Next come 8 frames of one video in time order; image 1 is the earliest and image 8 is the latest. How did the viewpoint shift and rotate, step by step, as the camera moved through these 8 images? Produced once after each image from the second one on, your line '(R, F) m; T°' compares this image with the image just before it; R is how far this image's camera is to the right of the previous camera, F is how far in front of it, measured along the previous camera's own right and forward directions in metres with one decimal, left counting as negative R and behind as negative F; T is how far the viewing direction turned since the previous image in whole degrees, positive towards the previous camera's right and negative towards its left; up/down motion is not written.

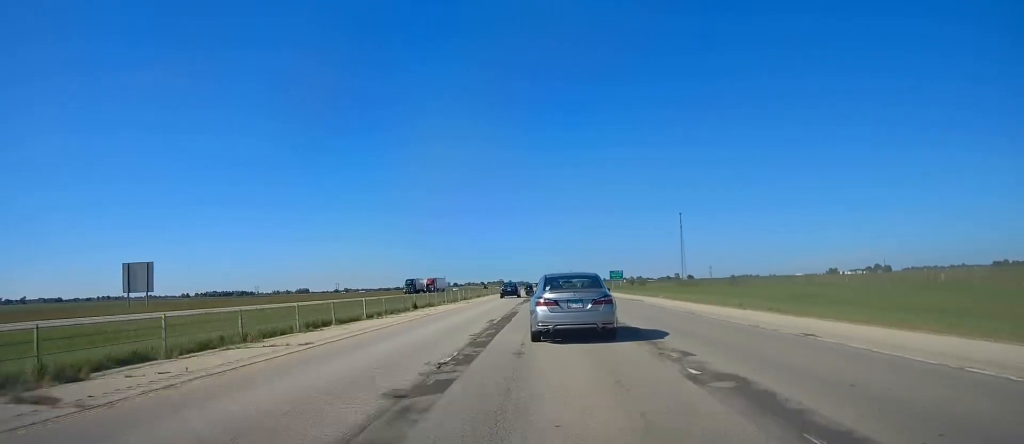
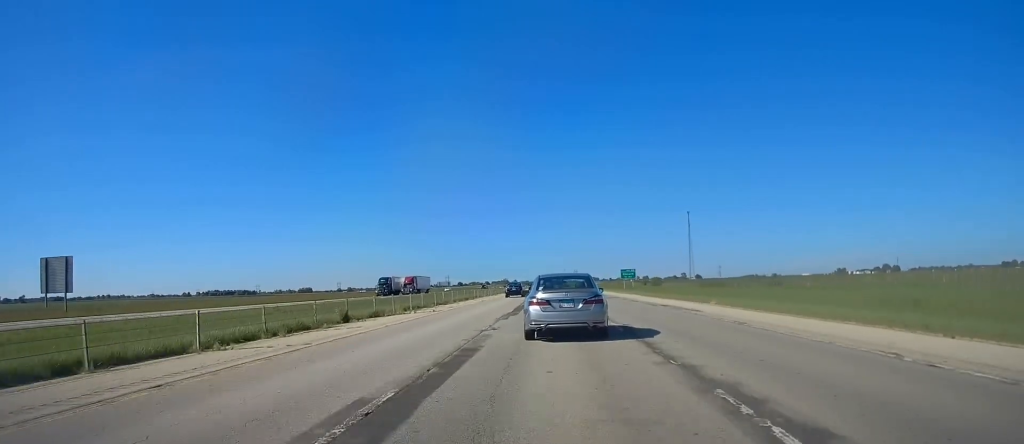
(0.0, +16.7) m; 0°
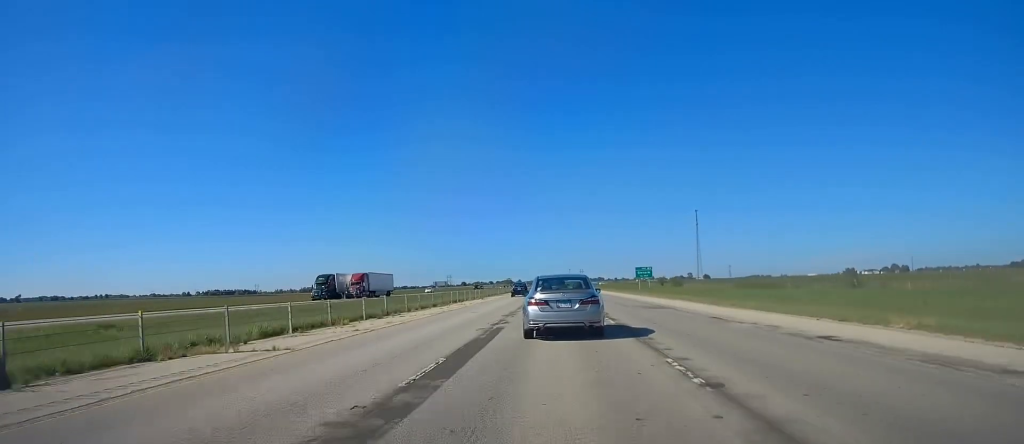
(0.0, +21.0) m; 0°
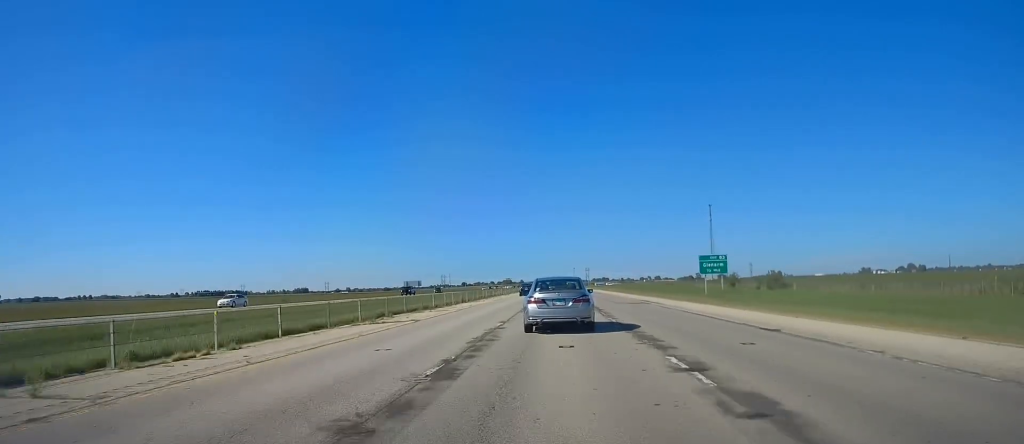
(0.0, +60.8) m; 0°
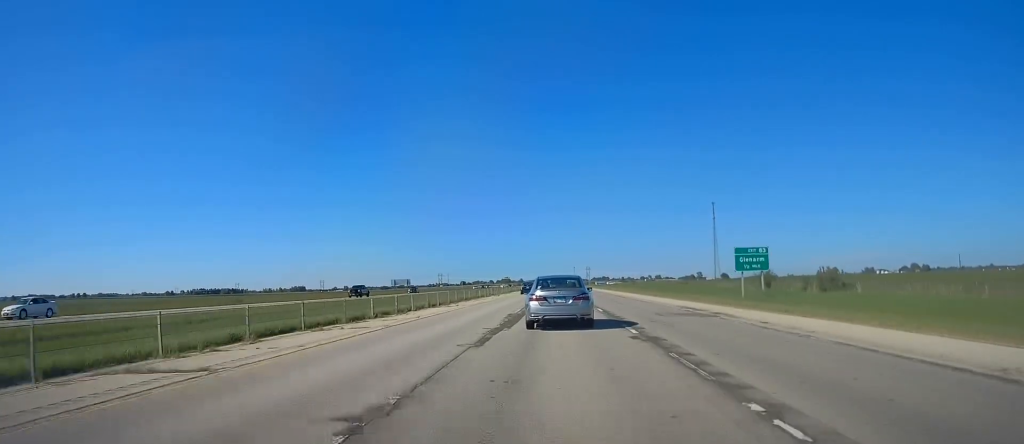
(+0.1, +16.6) m; -1°
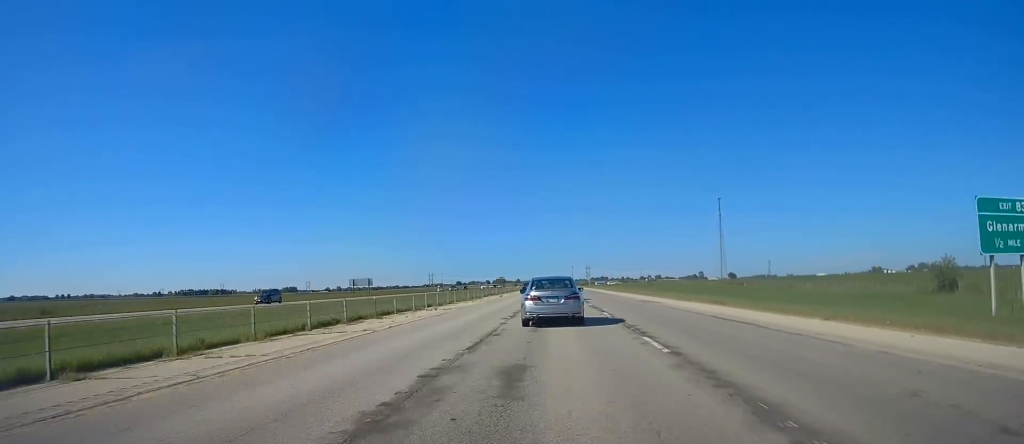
(-0.7, +40.9) m; 0°
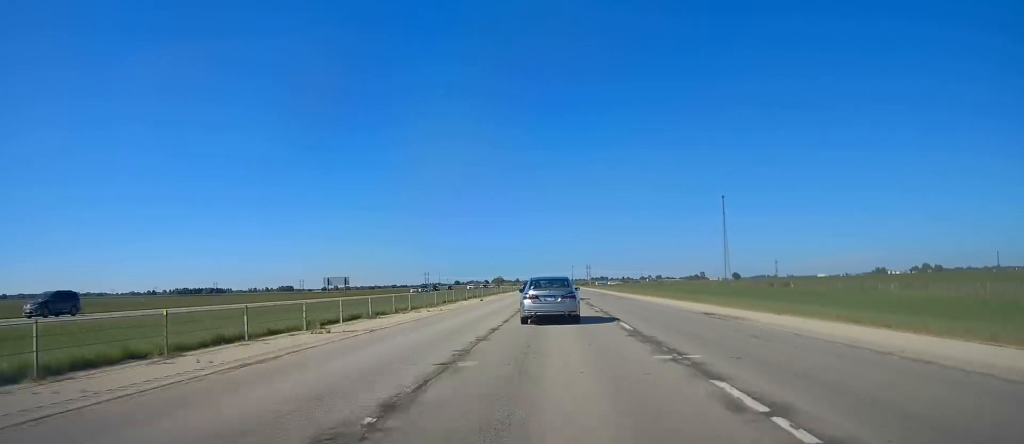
(+0.4, +18.7) m; +1°
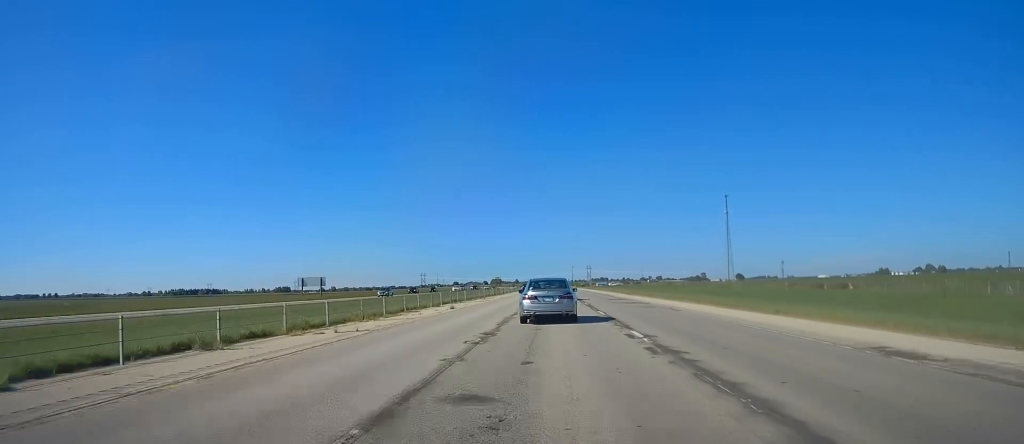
(+0.1, +15.4) m; 0°
